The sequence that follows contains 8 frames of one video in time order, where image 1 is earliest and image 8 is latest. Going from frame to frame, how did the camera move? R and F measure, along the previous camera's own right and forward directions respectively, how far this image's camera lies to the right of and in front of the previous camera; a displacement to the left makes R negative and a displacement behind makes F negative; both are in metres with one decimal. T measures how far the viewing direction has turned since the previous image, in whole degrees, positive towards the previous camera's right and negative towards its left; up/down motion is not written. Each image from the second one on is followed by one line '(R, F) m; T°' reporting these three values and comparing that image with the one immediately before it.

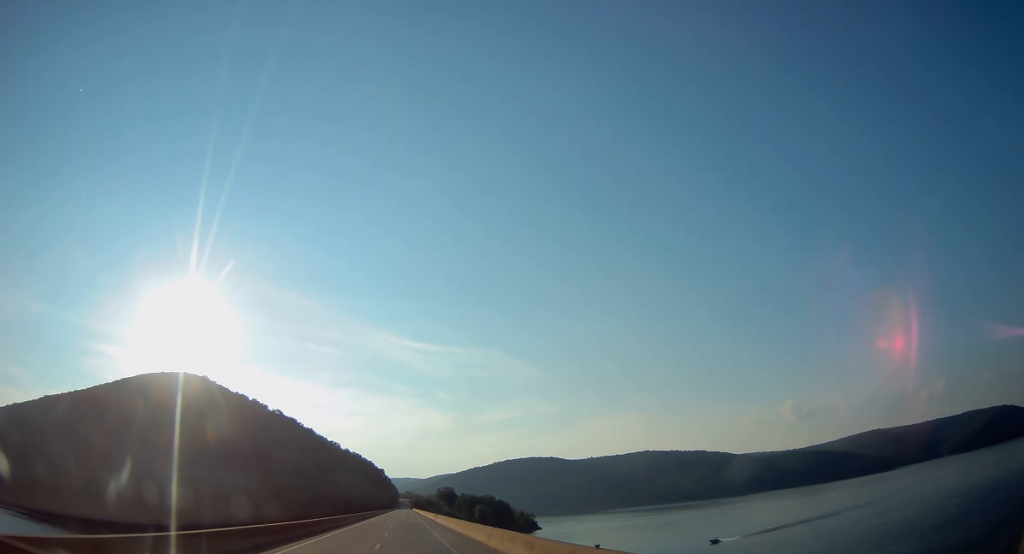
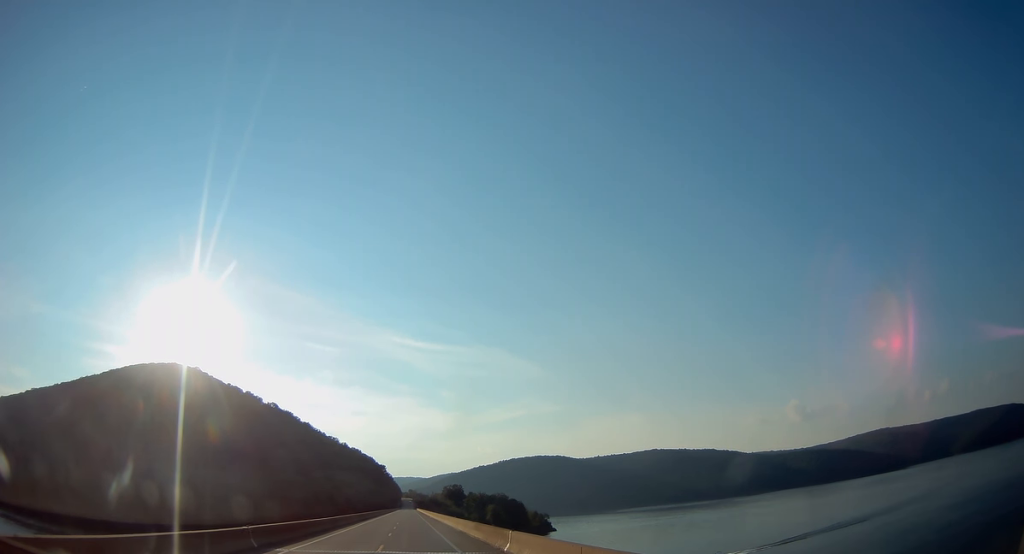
(-0.3, +50.7) m; 0°
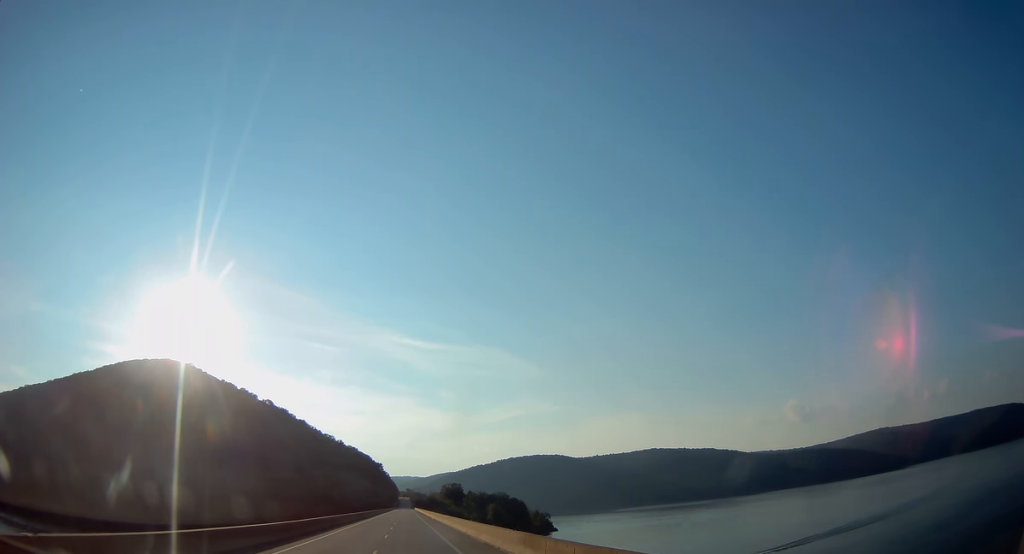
(0.0, +15.5) m; +1°
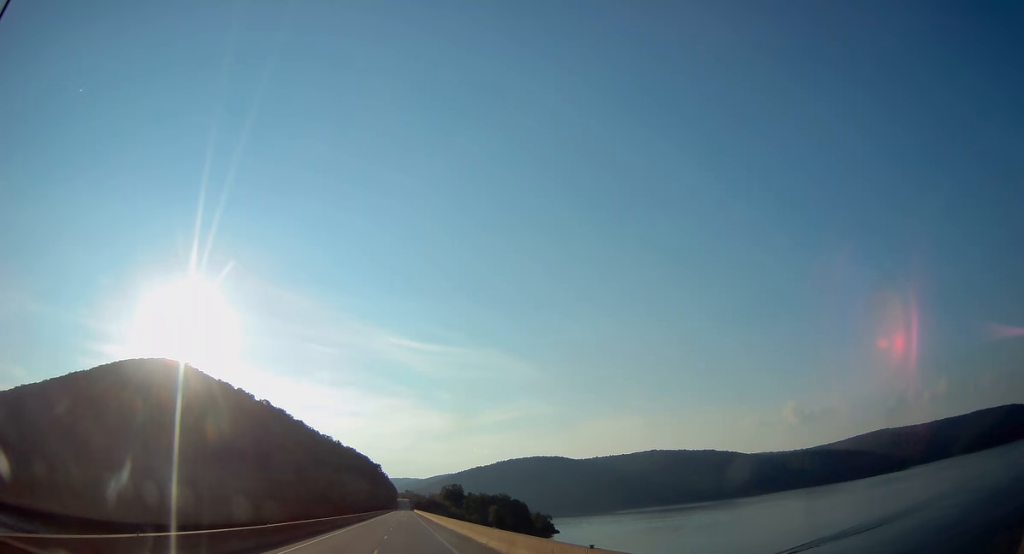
(+0.1, +10.3) m; 0°
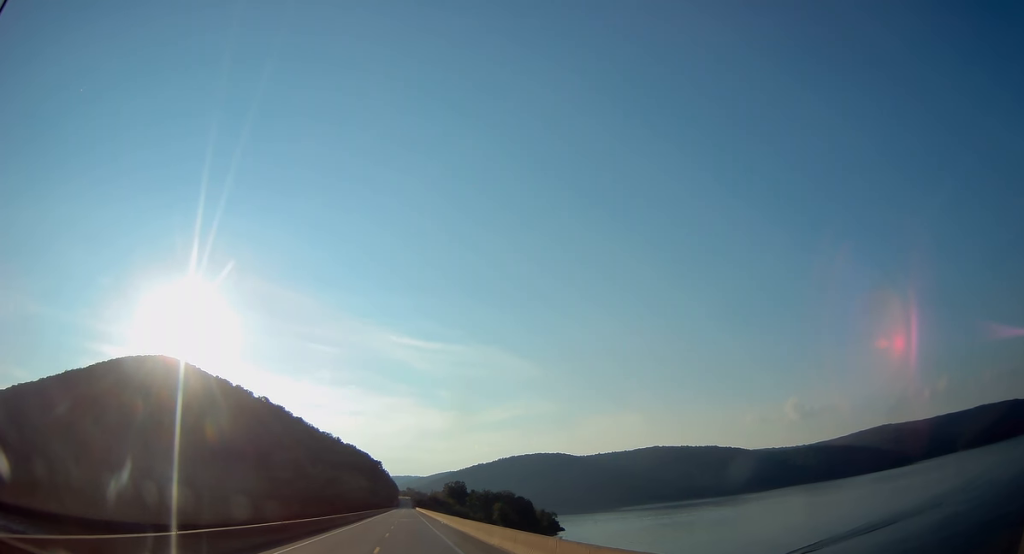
(0.0, +12.4) m; 0°
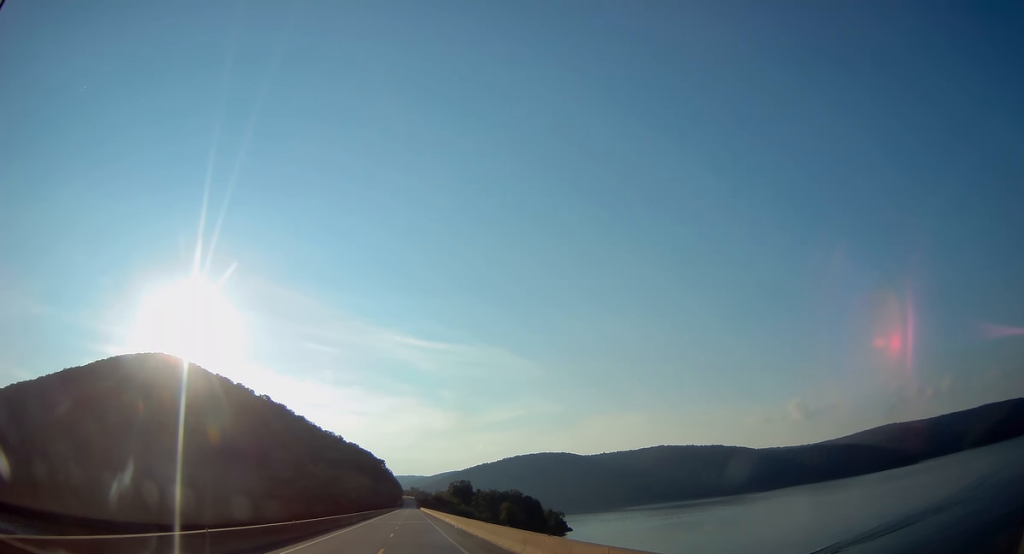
(-0.1, +13.0) m; 0°
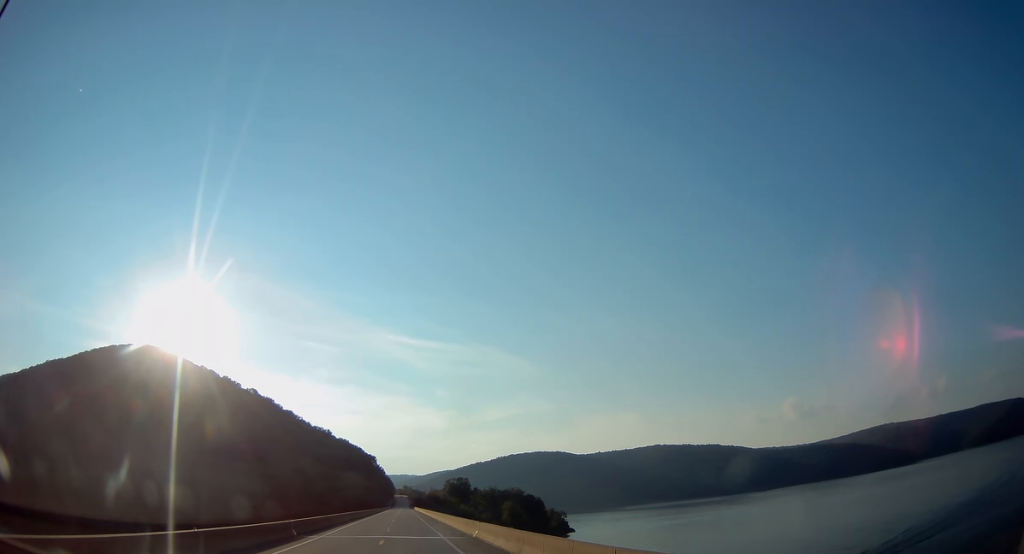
(-0.1, +31.0) m; 0°
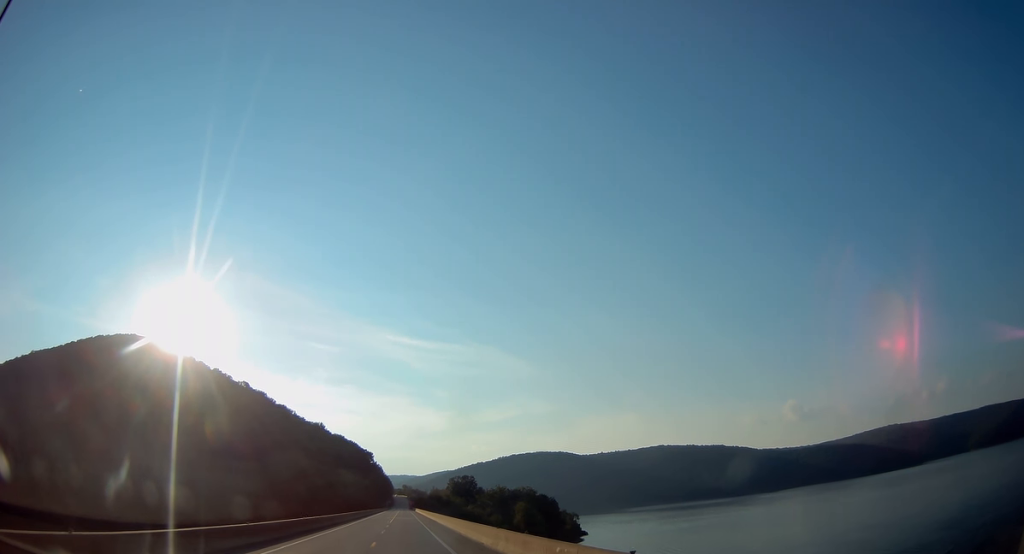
(+0.1, +38.2) m; 0°
